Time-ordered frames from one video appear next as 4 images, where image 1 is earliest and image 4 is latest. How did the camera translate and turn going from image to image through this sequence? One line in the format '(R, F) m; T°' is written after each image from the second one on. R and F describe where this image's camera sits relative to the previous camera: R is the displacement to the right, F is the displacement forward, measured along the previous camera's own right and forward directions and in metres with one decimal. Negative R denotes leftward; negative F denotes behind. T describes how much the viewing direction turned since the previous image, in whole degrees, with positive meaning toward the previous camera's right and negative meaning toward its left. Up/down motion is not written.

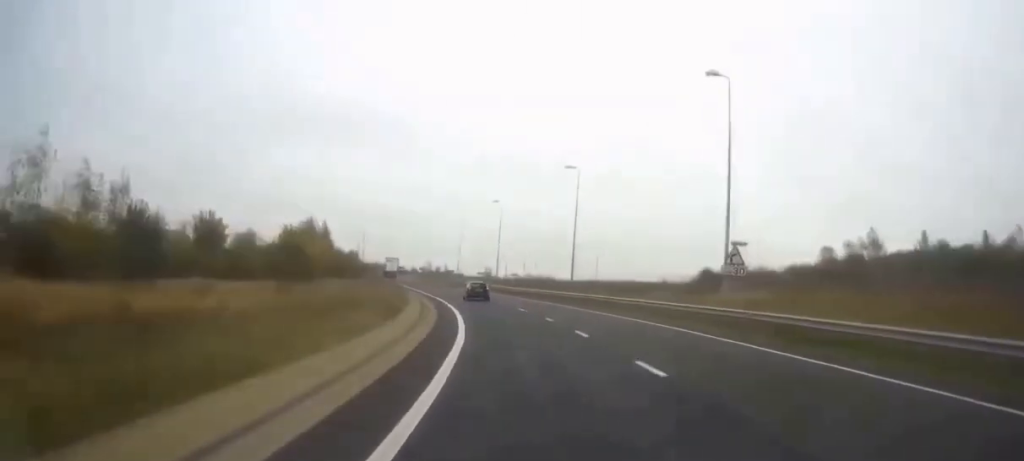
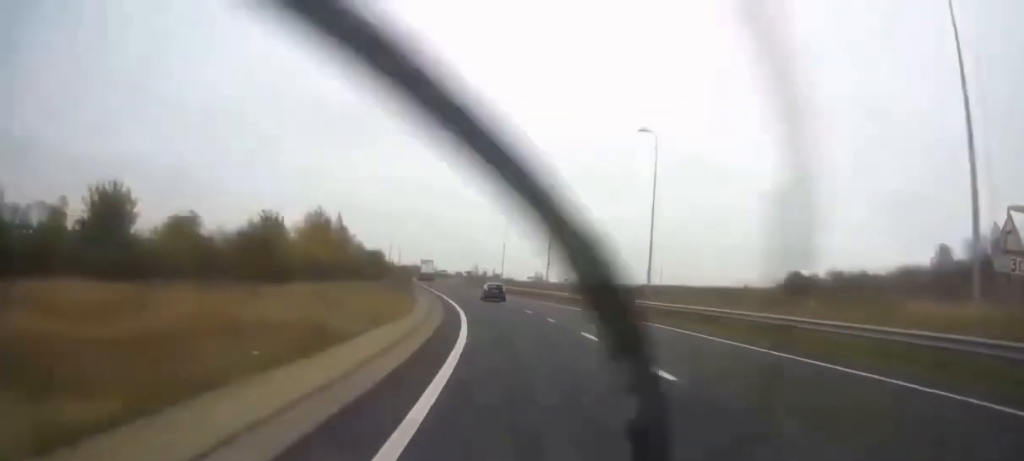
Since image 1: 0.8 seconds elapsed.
(-0.8, +17.8) m; -4°
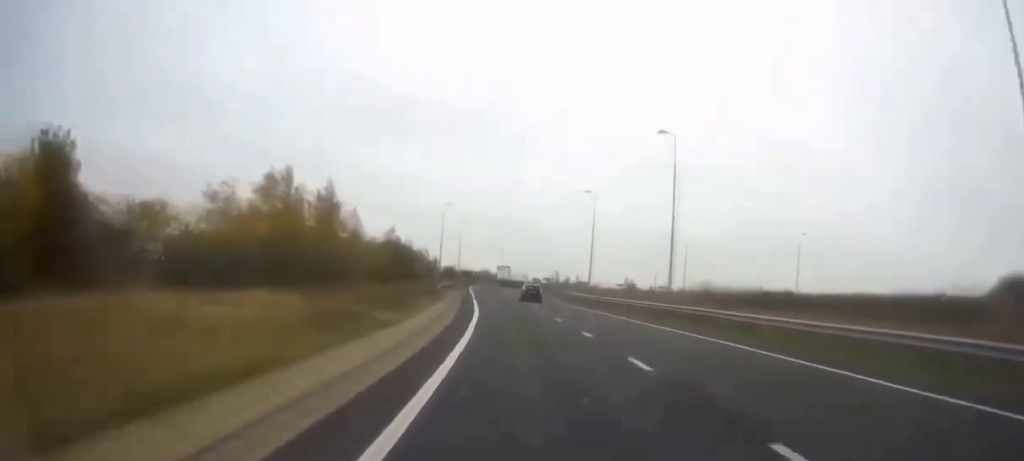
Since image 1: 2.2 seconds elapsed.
(-1.7, +32.7) m; -6°
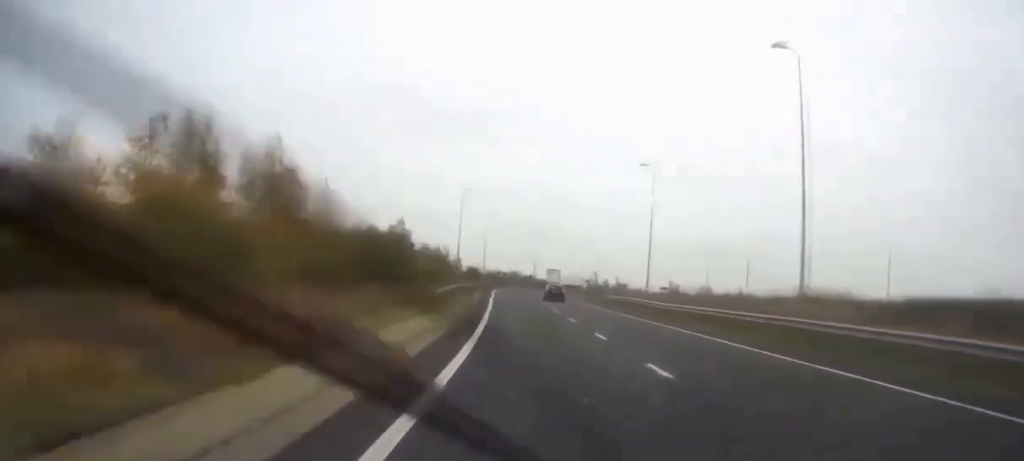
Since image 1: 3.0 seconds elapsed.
(-0.5, +19.7) m; -2°
